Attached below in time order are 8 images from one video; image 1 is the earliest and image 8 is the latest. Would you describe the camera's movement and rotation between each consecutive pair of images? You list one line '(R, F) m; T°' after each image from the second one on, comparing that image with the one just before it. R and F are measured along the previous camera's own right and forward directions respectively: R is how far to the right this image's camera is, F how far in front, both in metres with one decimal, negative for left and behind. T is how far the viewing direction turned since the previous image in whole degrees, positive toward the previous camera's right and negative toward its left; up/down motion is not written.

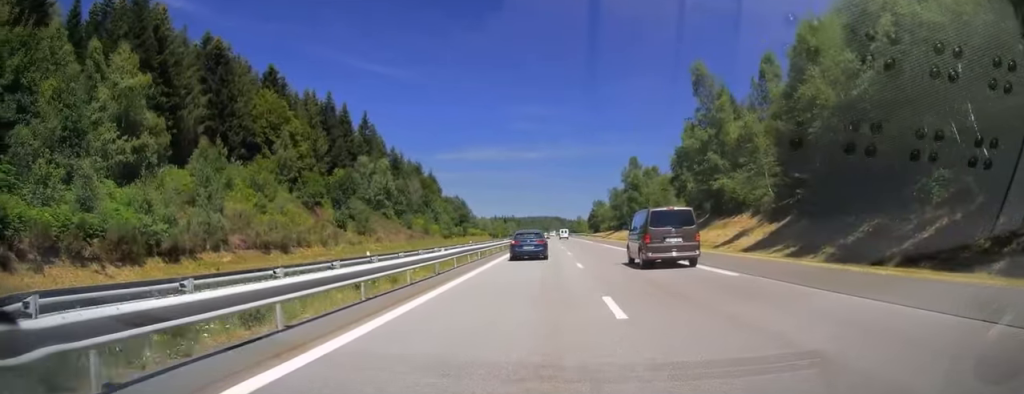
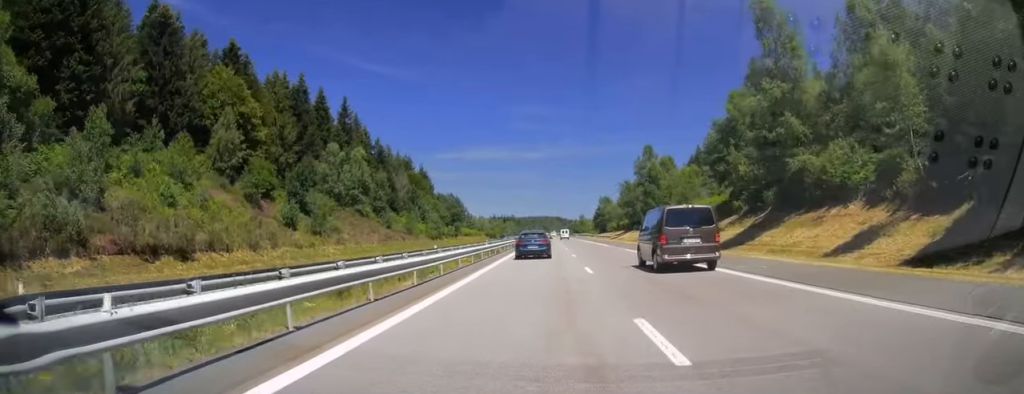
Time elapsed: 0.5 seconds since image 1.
(0.0, +16.2) m; 0°
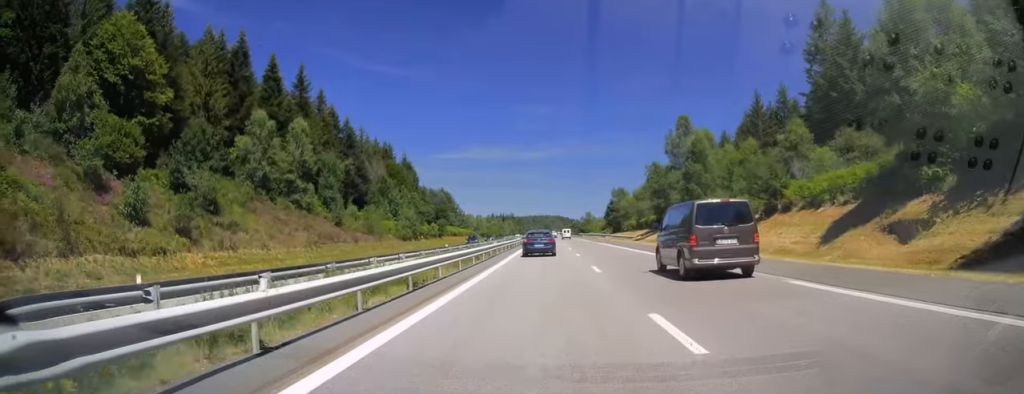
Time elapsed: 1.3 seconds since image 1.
(+0.1, +25.8) m; 0°
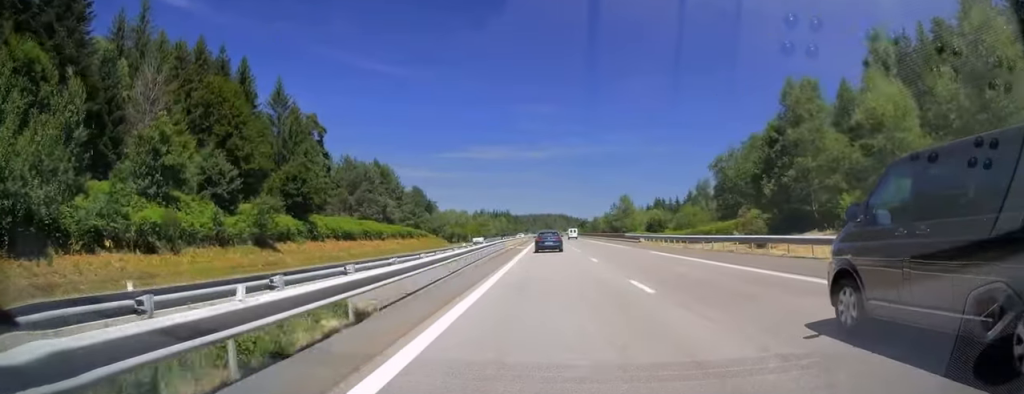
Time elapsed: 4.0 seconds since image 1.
(-0.6, +85.6) m; 0°
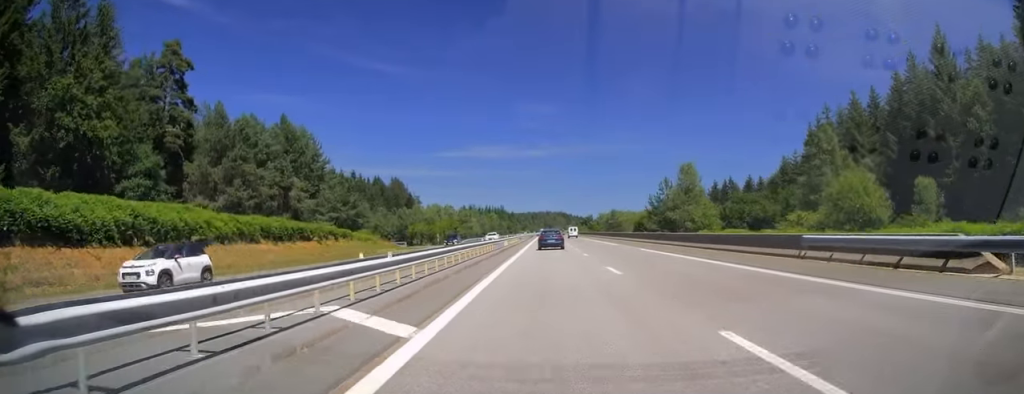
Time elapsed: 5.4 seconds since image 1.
(-0.2, +47.2) m; 0°
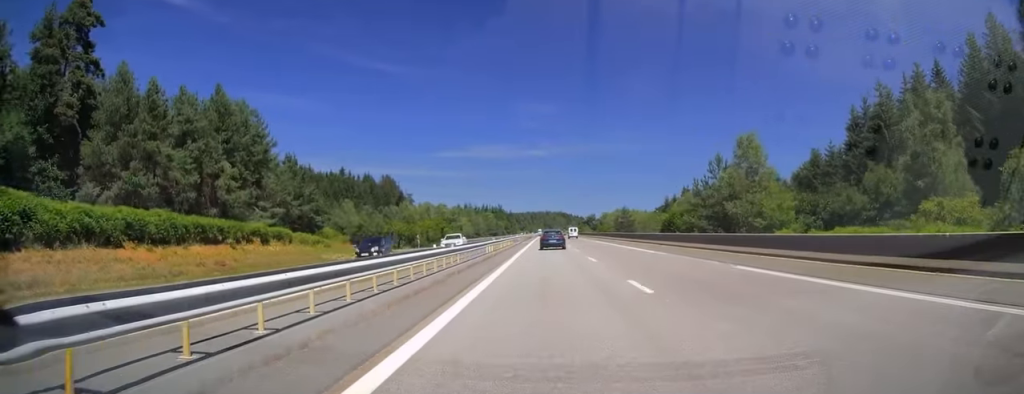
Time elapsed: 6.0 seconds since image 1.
(-0.1, +18.2) m; 0°
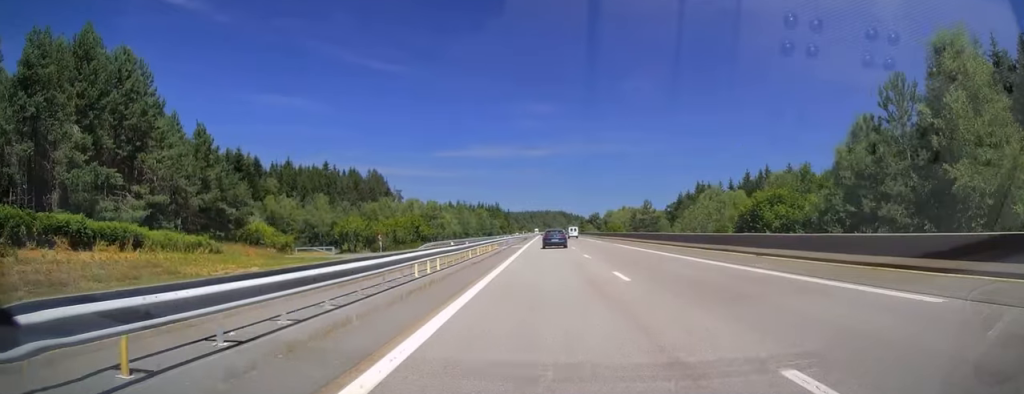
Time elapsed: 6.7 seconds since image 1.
(+0.2, +23.1) m; +1°
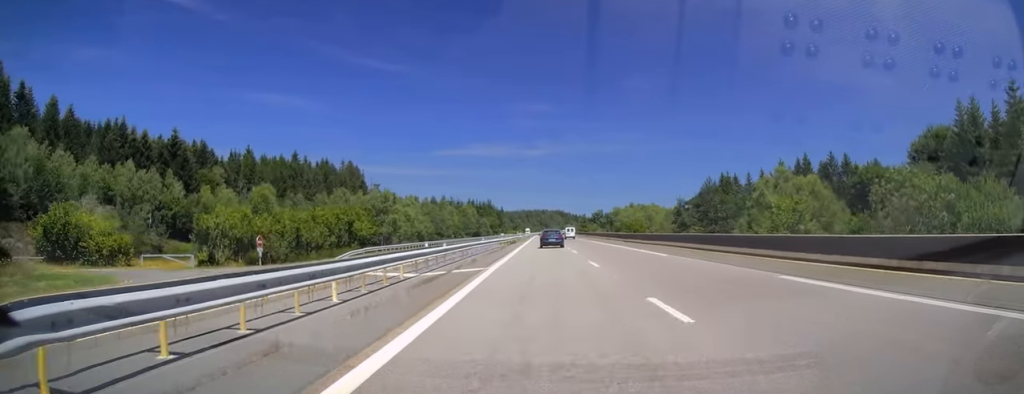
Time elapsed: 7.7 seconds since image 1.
(0.0, +32.8) m; 0°
